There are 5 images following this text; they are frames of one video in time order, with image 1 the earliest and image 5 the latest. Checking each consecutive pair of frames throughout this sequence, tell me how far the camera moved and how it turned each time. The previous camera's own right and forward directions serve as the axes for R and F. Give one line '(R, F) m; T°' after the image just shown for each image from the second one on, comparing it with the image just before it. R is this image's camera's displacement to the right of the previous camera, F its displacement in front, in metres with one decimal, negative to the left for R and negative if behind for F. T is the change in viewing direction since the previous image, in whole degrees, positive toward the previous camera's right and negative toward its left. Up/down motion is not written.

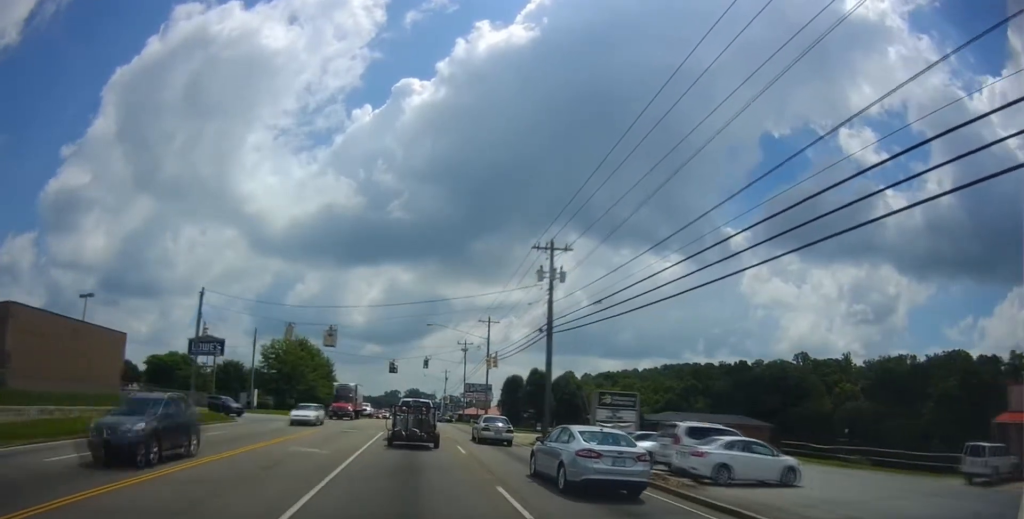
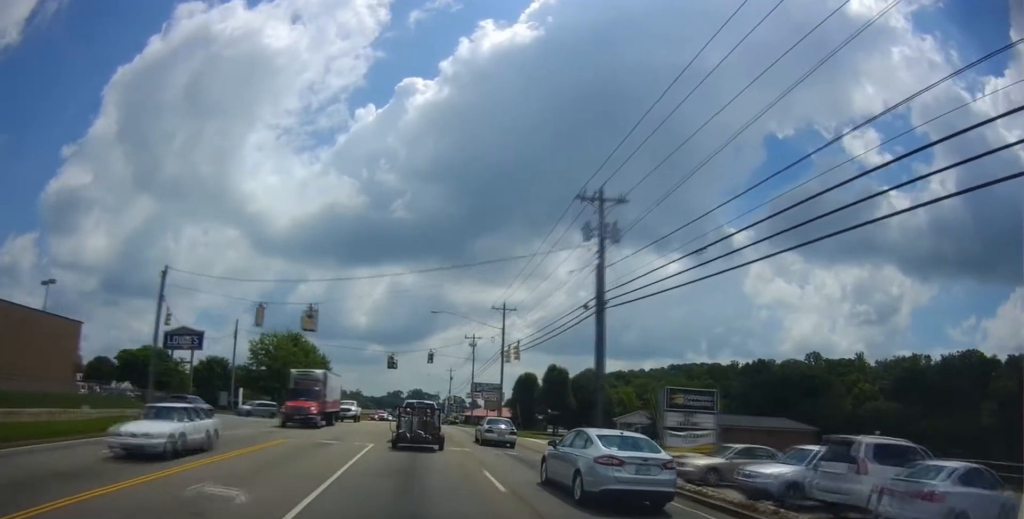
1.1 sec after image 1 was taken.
(-0.1, +8.5) m; 0°
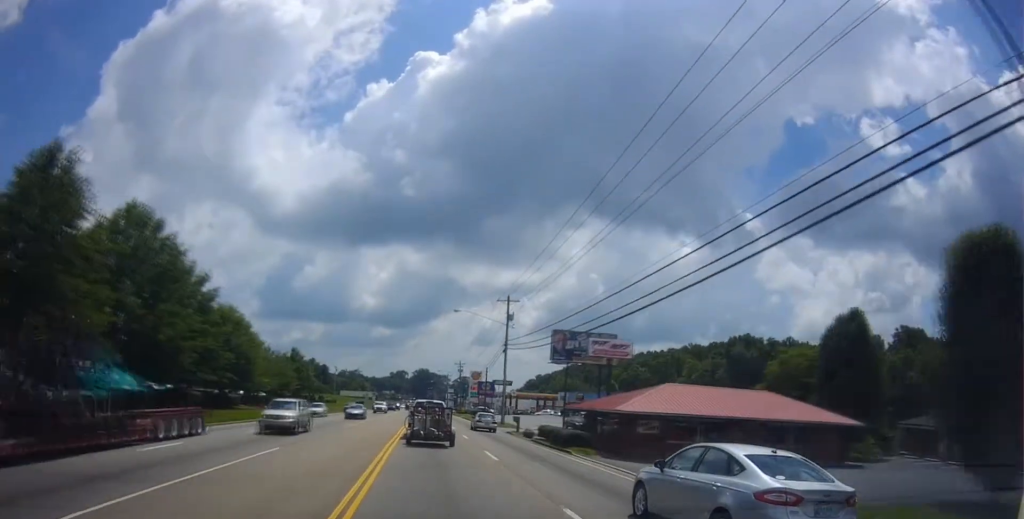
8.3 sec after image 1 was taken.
(+1.7, +86.2) m; +1°
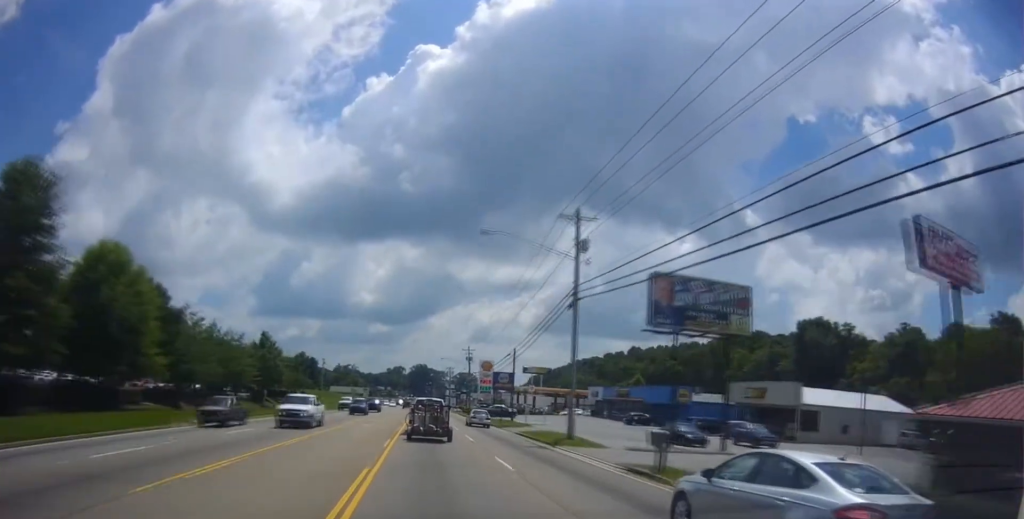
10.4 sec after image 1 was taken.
(-0.8, +27.9) m; -1°
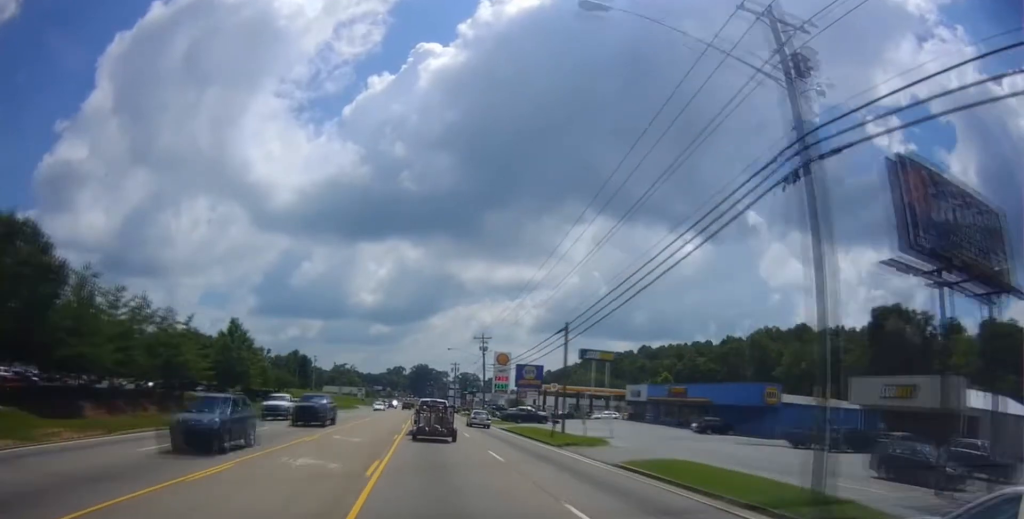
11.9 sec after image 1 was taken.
(+0.3, +21.4) m; +1°
